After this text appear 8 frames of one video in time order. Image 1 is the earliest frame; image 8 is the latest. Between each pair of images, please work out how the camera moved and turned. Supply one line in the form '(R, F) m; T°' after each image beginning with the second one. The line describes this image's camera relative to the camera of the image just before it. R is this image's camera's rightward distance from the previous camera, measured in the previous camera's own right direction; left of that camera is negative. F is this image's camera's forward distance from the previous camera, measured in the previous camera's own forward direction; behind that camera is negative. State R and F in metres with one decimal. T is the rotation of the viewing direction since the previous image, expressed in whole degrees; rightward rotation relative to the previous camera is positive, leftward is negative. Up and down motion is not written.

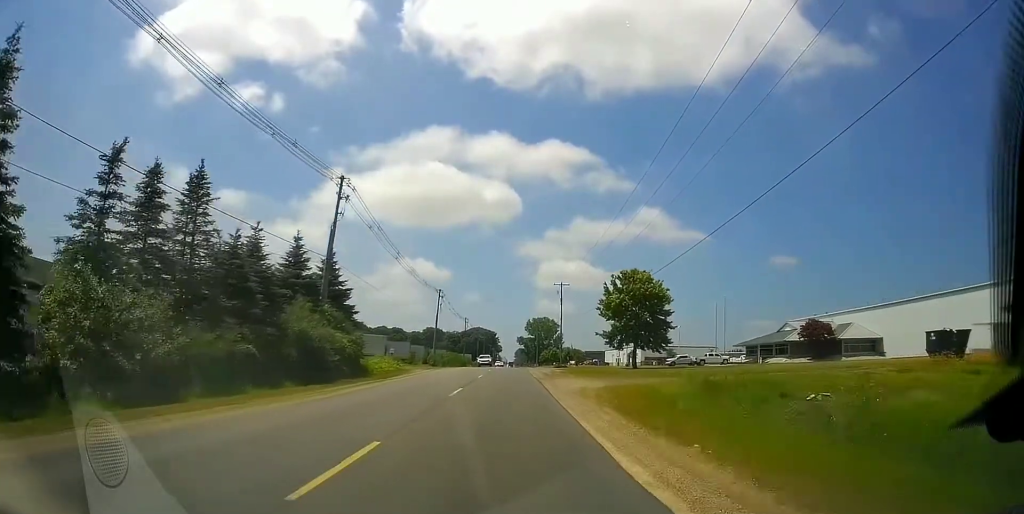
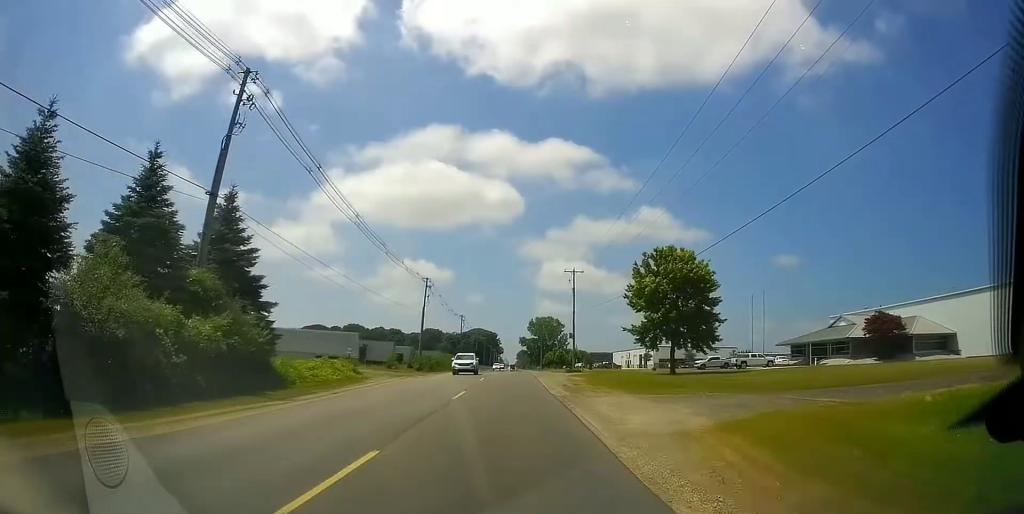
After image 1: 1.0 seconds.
(-0.3, +15.7) m; -1°
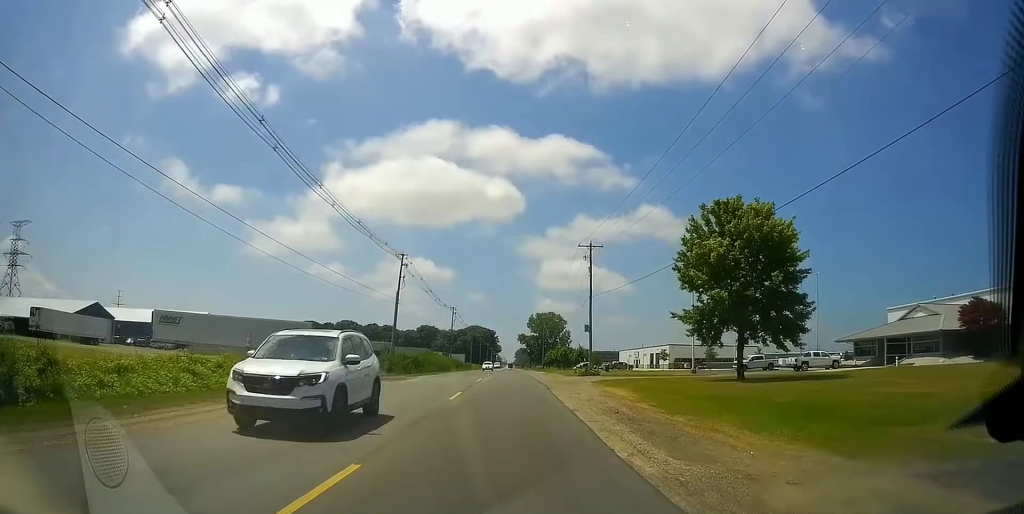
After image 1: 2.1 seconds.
(0.0, +16.6) m; 0°
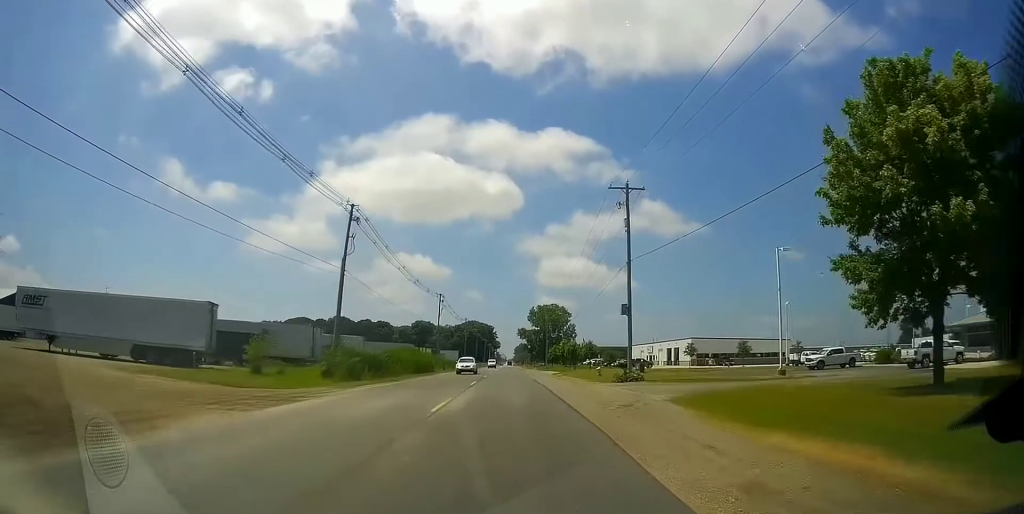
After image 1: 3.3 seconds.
(0.0, +19.3) m; 0°
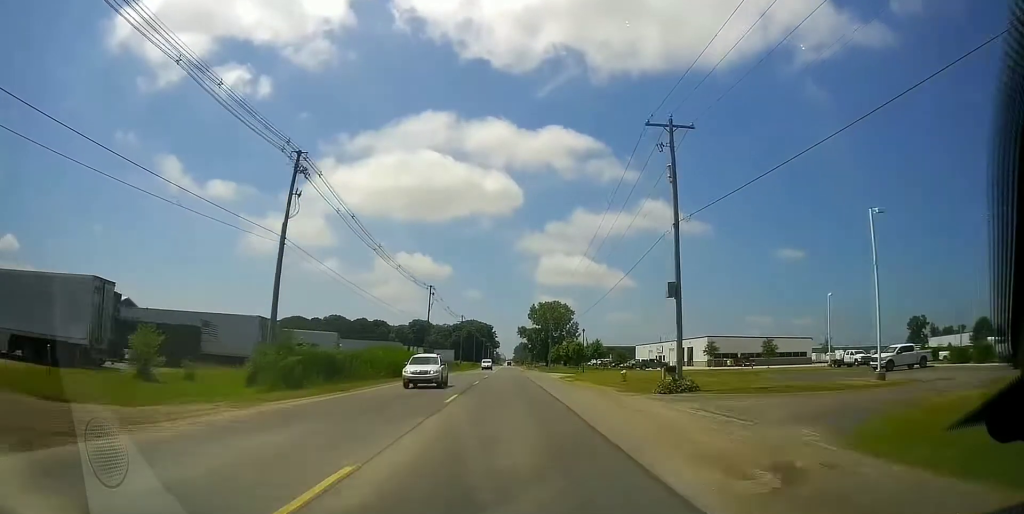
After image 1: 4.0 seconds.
(0.0, +11.0) m; 0°
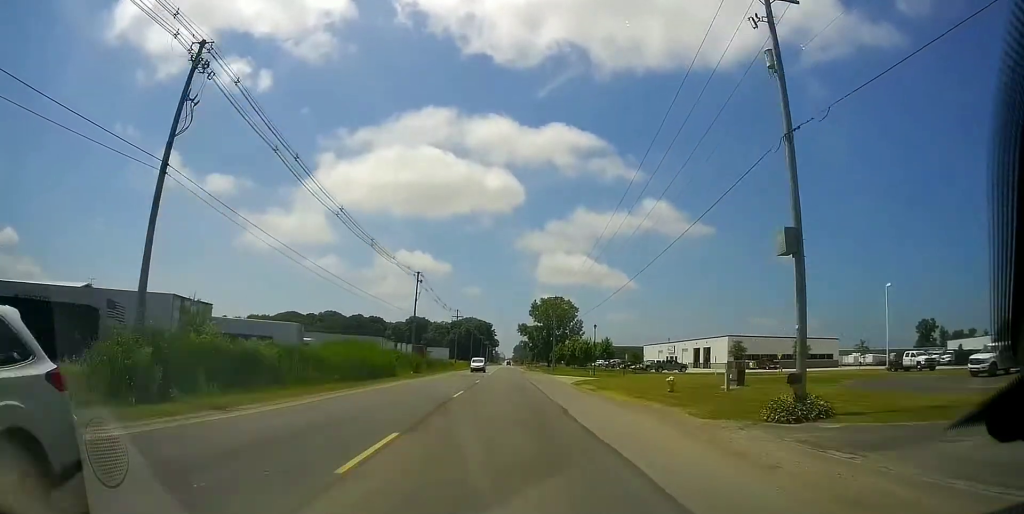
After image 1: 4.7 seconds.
(0.0, +11.8) m; 0°
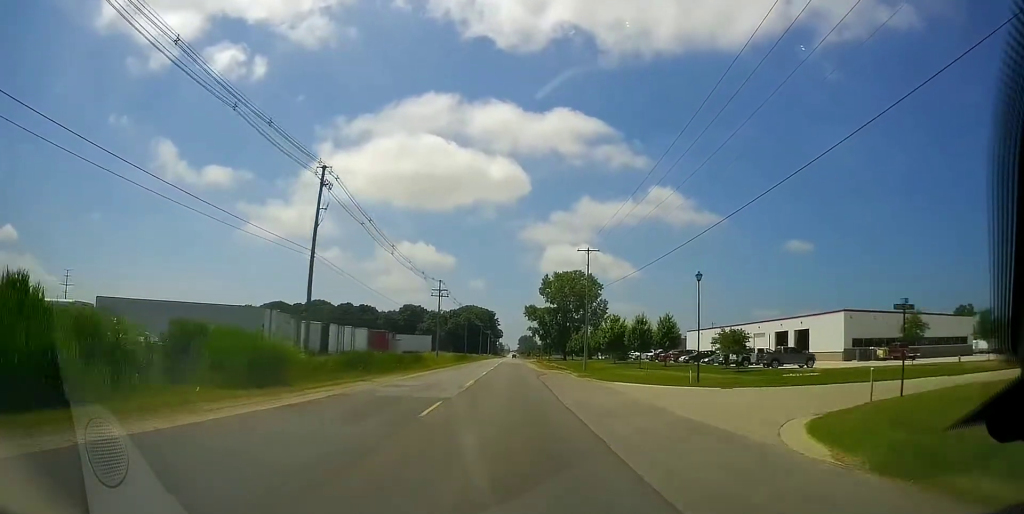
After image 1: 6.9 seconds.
(0.0, +39.7) m; 0°
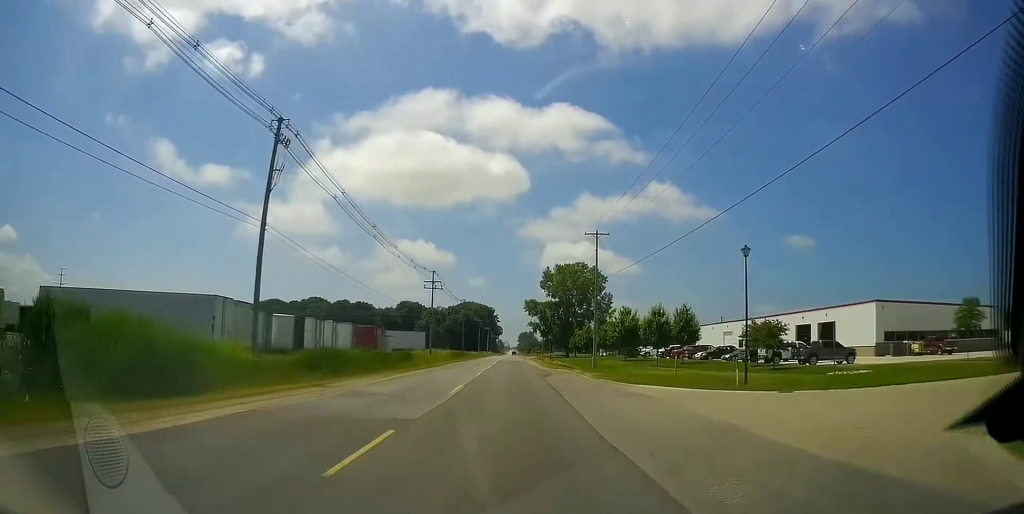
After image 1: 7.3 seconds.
(0.0, +7.2) m; 0°
